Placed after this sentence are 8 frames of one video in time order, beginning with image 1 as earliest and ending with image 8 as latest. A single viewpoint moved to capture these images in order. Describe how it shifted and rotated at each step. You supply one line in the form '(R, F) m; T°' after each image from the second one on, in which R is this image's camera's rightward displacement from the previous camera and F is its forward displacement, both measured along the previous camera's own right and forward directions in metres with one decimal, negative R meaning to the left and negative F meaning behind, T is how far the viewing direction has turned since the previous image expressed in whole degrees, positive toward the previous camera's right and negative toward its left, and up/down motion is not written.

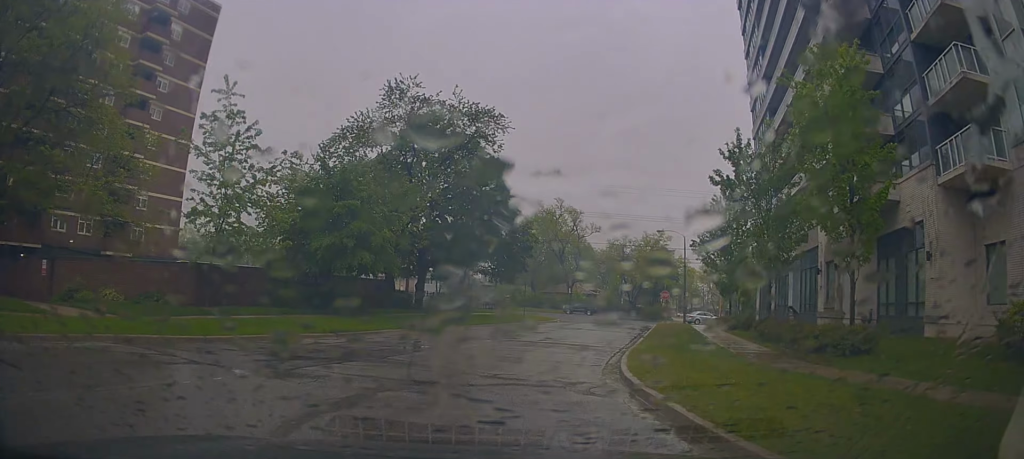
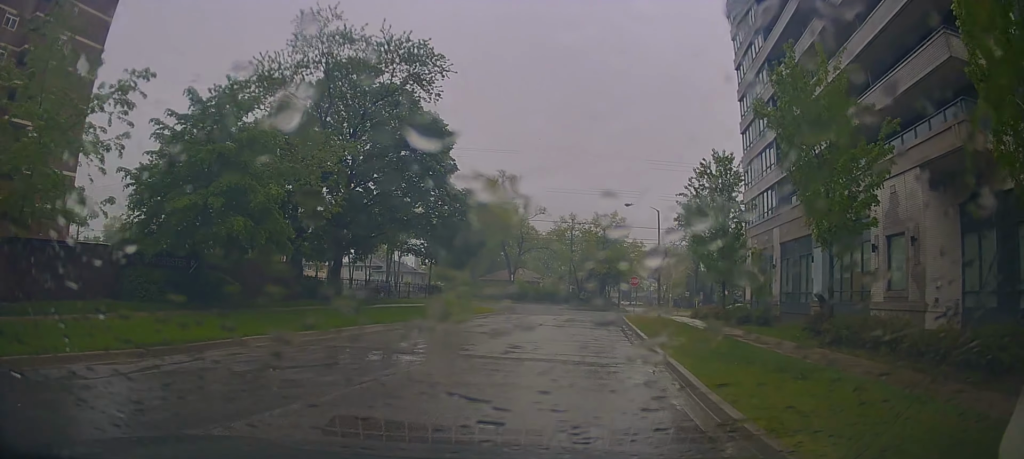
(+0.5, +8.2) m; +6°
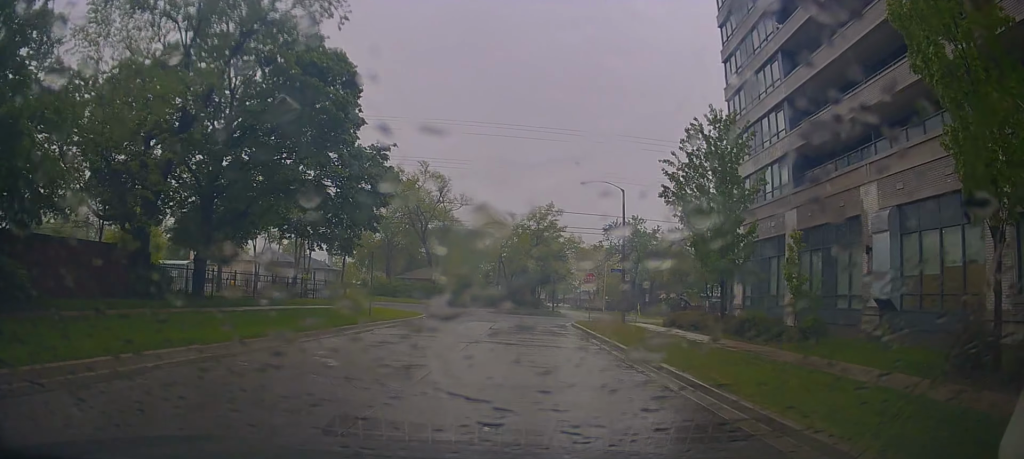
(+0.5, +9.5) m; +8°
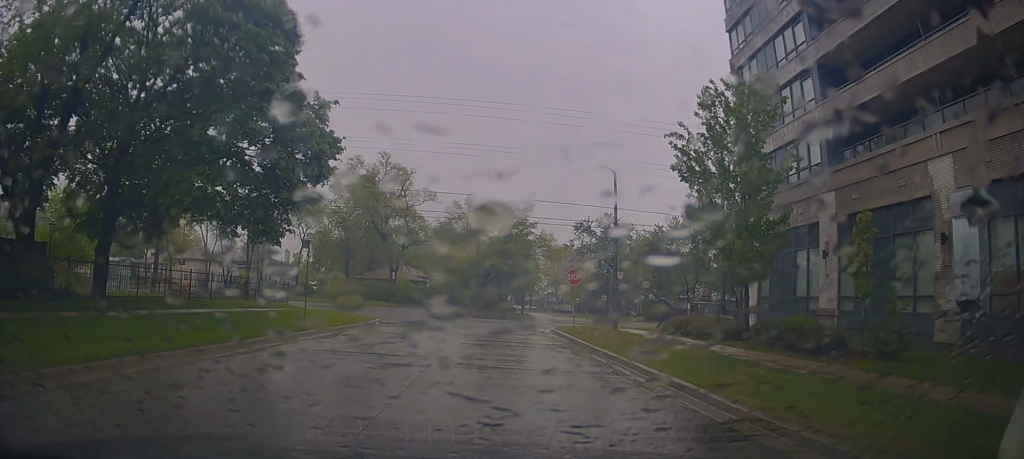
(+0.2, +5.3) m; +3°
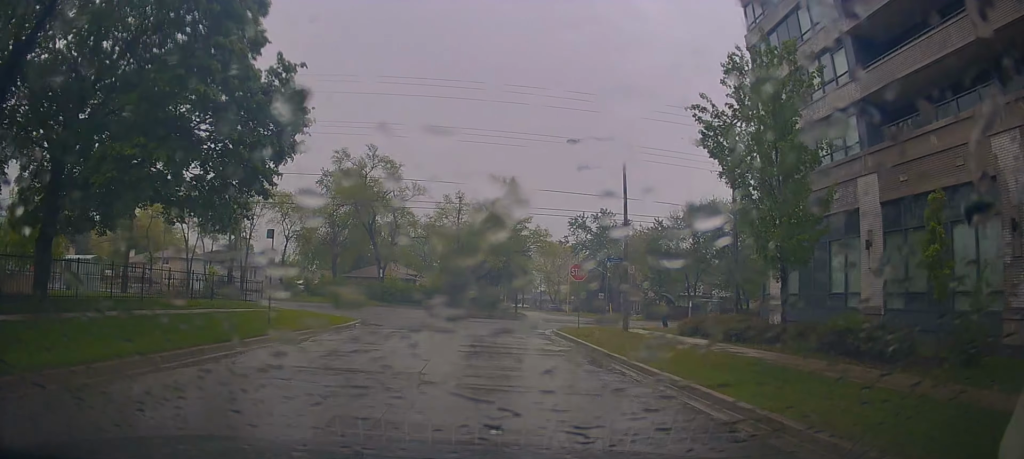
(+0.2, +3.2) m; +1°
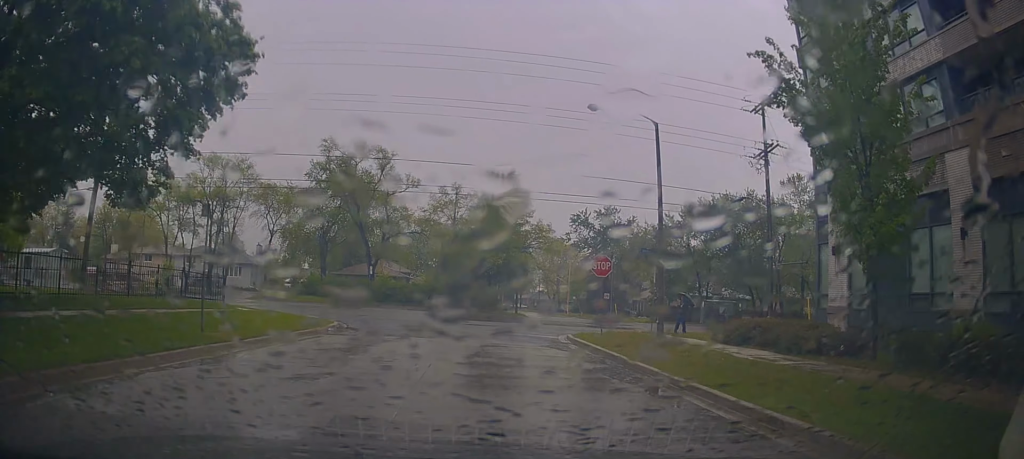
(0.0, +4.7) m; -1°
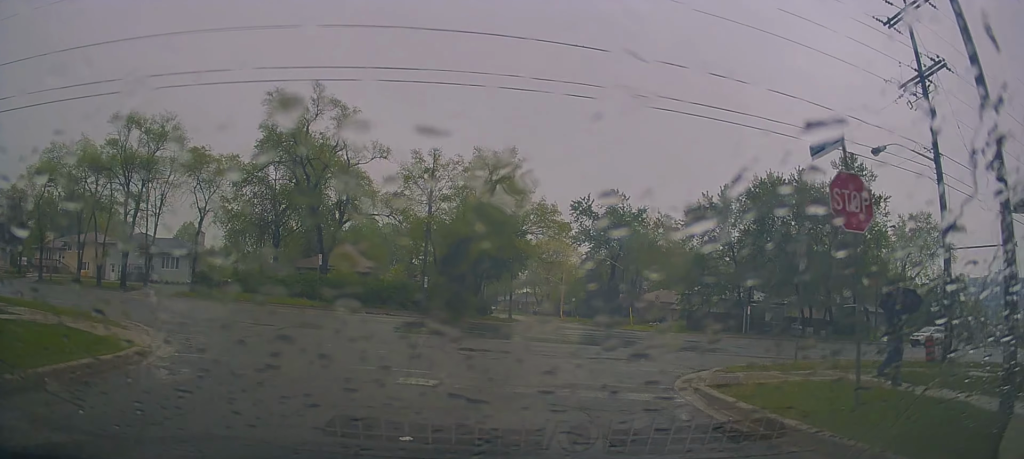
(-1.0, +14.0) m; -7°
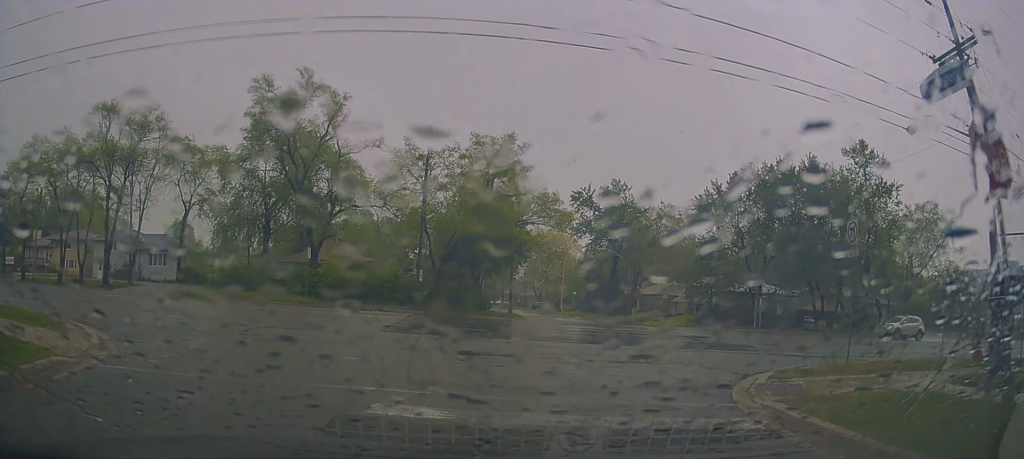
(0.0, +2.2) m; 0°
